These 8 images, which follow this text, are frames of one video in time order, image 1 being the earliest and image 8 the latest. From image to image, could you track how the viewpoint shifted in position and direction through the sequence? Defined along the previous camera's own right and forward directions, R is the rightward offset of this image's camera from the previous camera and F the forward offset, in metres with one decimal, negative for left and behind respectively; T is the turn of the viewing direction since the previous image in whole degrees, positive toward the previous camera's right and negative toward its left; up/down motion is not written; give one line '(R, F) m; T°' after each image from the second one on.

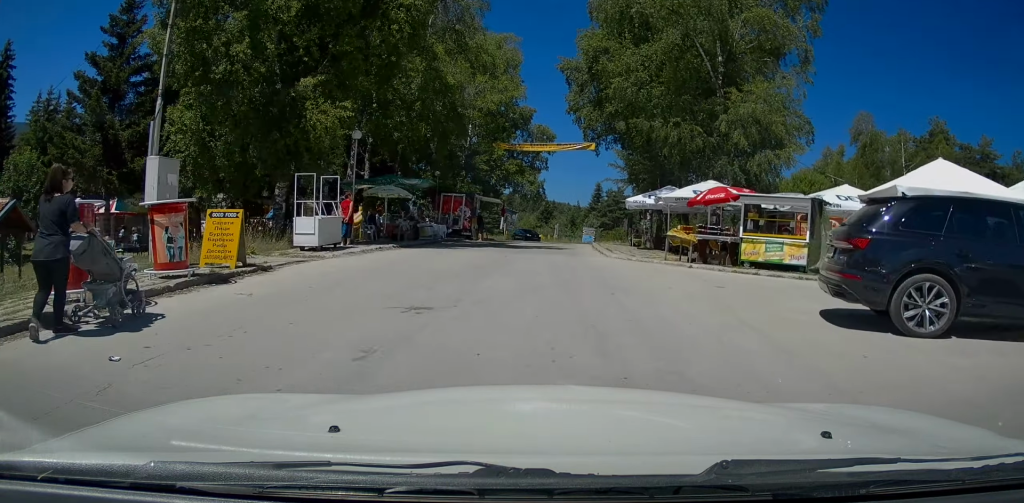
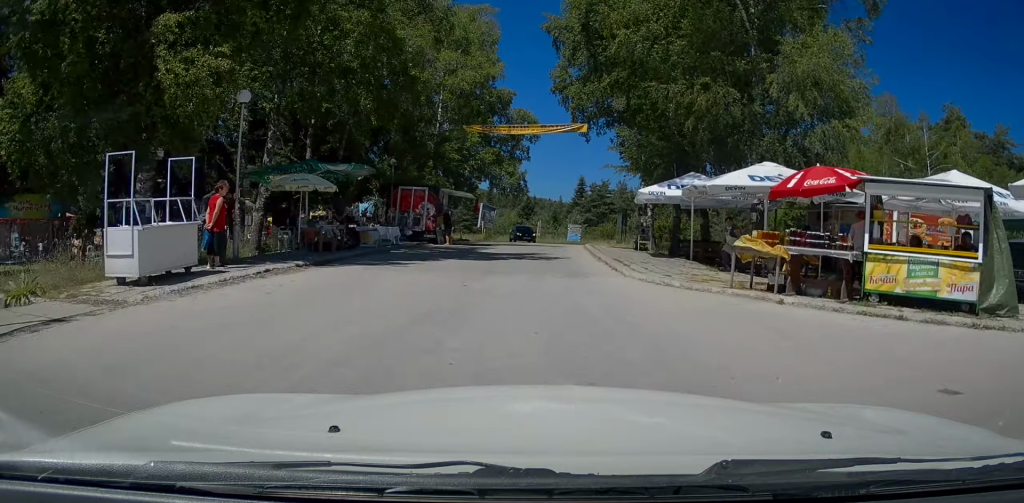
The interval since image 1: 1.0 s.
(+0.3, +7.2) m; +3°
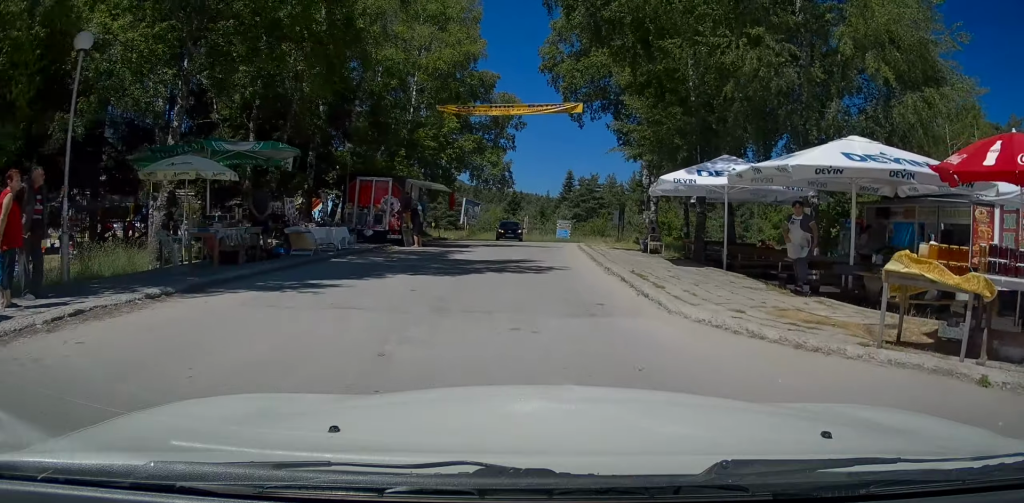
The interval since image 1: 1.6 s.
(0.0, +5.0) m; 0°
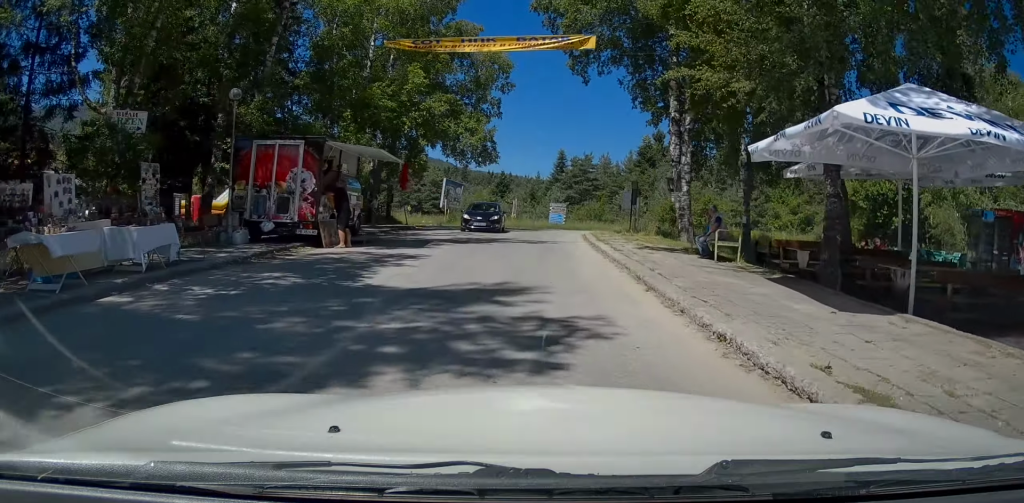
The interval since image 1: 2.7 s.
(0.0, +8.4) m; +2°
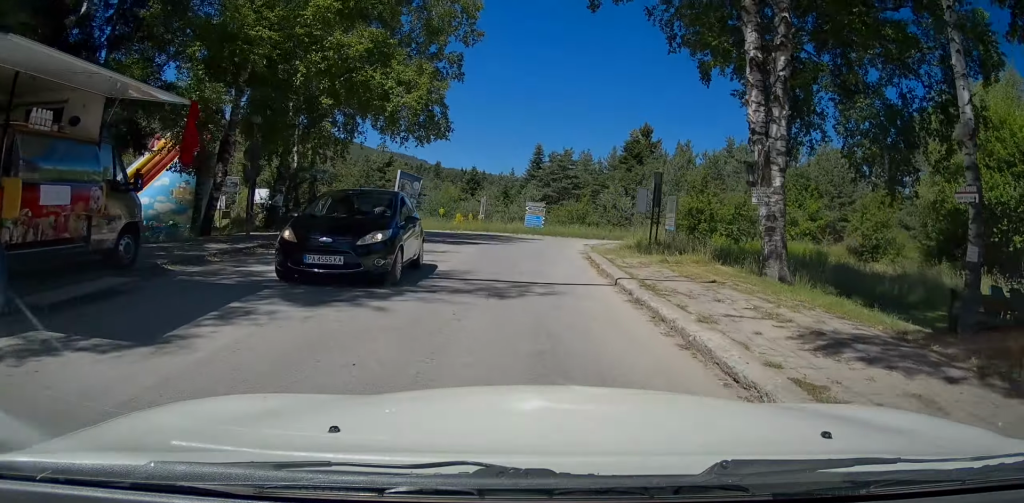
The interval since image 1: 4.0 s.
(+0.5, +10.9) m; +2°
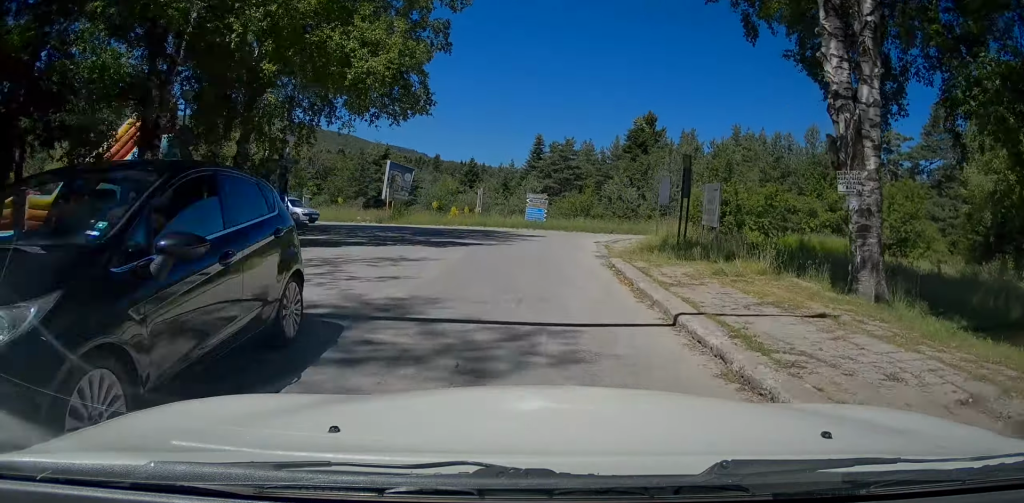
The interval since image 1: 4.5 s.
(-0.1, +3.7) m; 0°
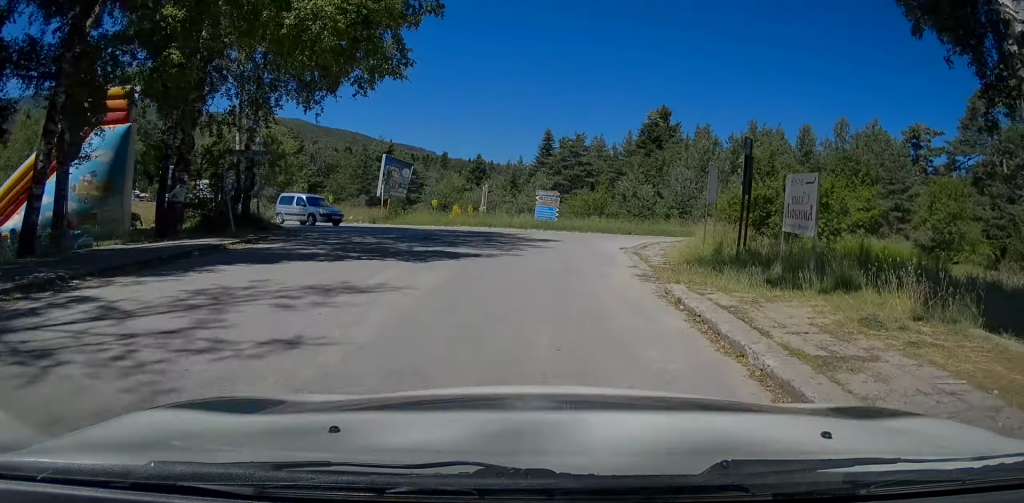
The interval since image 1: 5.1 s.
(-0.2, +4.2) m; 0°
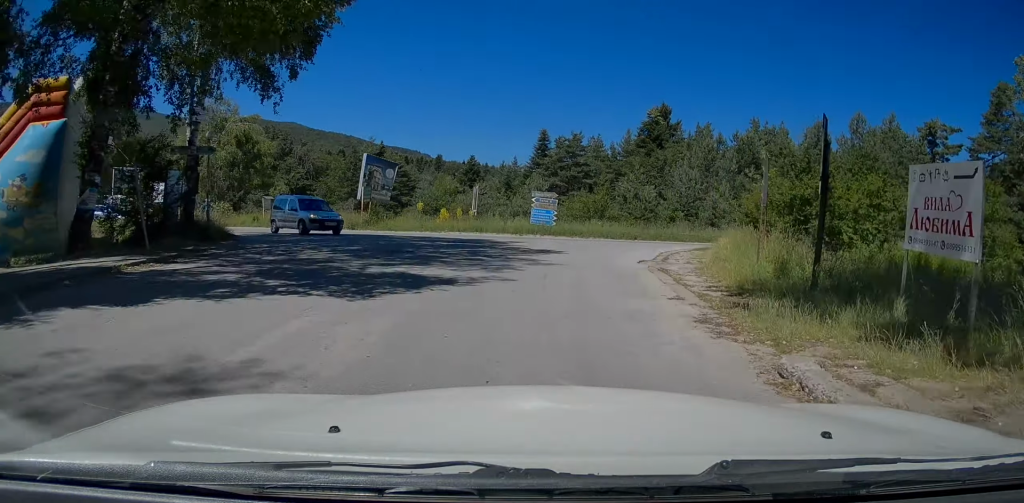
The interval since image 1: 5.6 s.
(+0.2, +3.7) m; 0°
